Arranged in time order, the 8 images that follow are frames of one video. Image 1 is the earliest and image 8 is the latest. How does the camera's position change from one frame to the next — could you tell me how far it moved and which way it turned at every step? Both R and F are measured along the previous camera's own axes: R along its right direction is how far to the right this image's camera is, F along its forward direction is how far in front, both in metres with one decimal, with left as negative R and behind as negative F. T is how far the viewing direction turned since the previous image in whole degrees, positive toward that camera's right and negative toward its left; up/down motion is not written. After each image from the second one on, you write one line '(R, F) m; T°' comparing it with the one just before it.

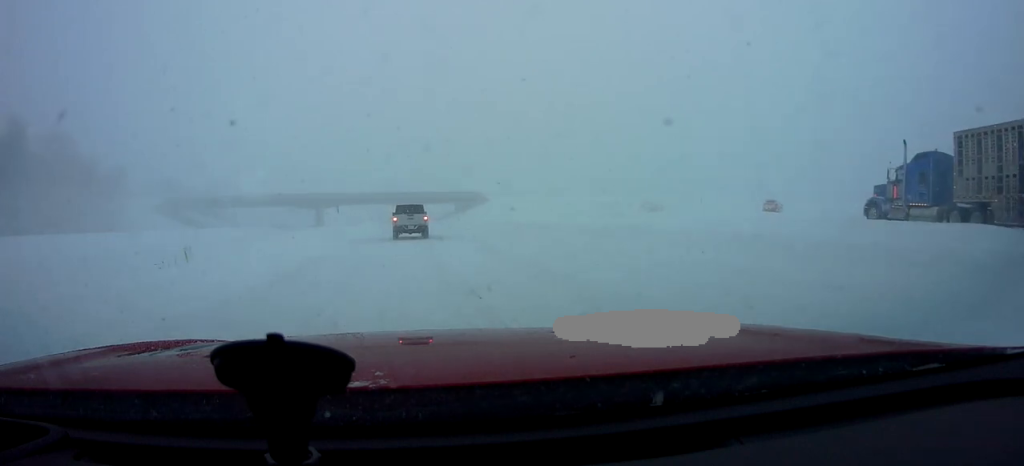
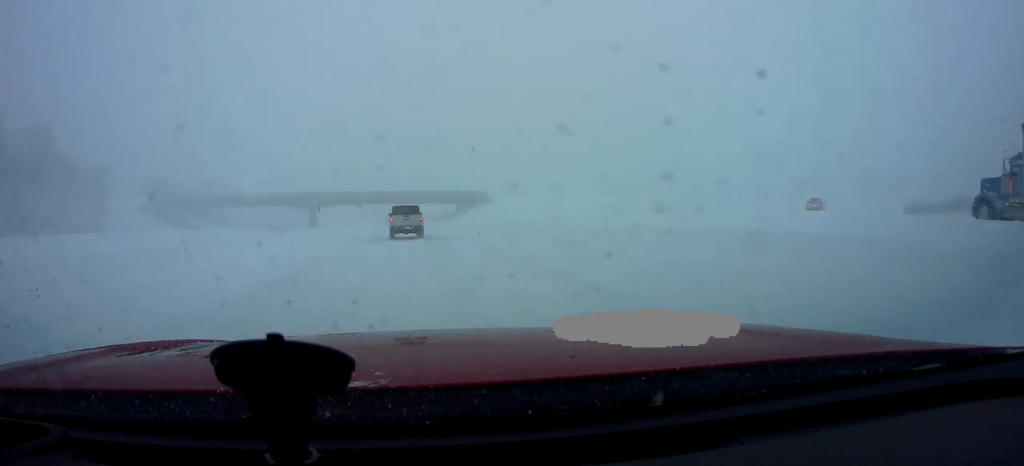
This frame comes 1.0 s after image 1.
(0.0, +7.4) m; 0°
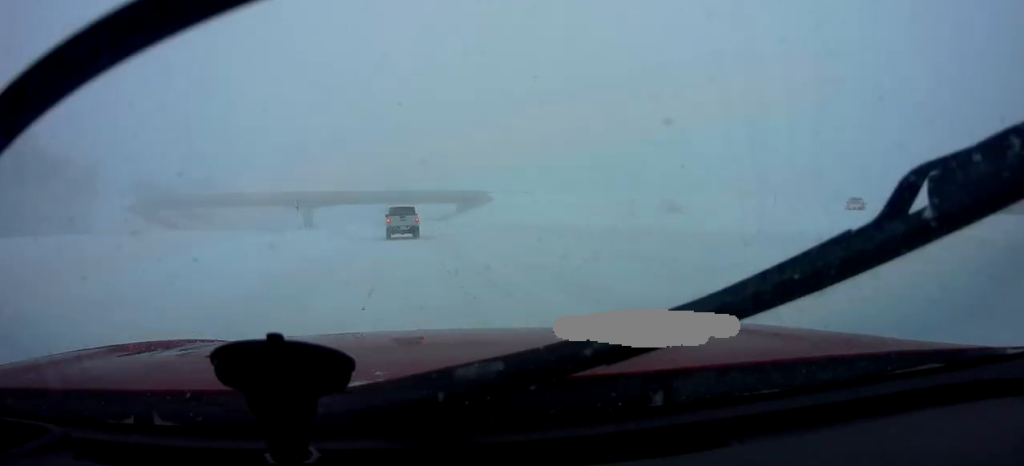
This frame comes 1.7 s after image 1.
(0.0, +5.5) m; 0°
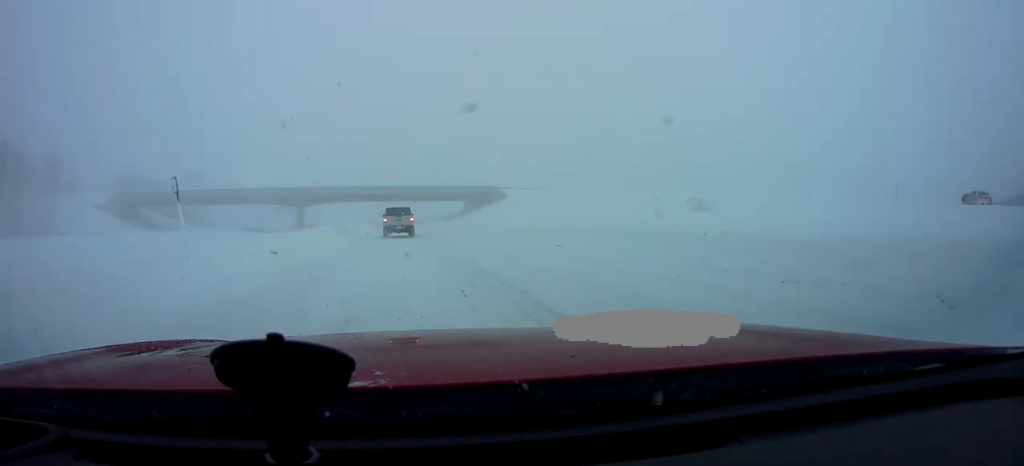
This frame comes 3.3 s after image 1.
(0.0, +12.4) m; +1°
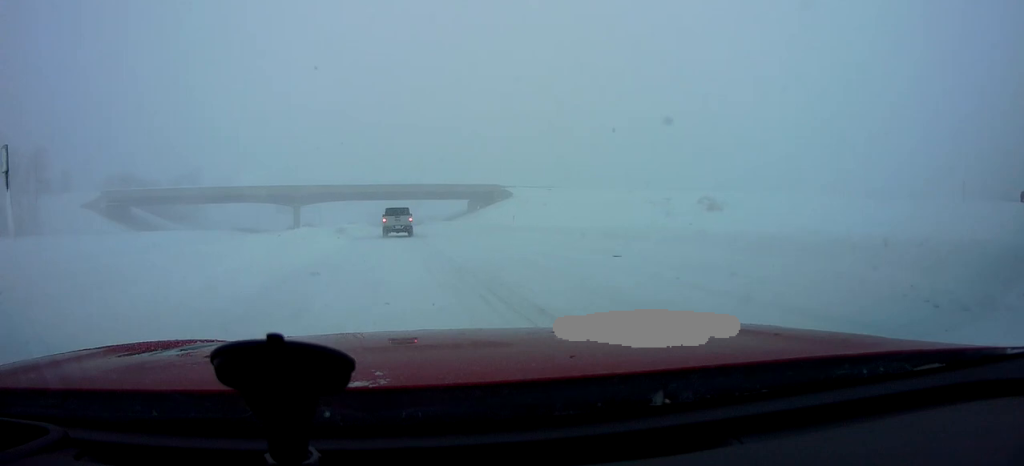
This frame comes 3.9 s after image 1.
(0.0, +5.3) m; +1°
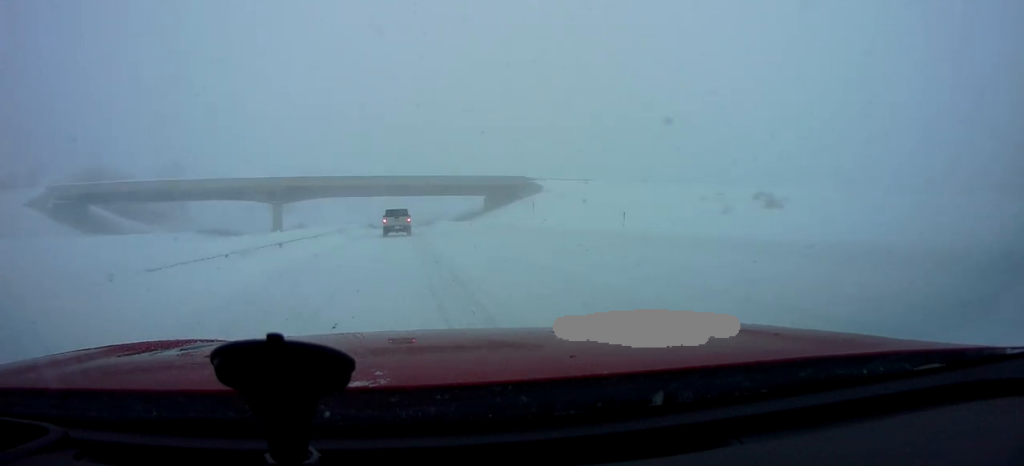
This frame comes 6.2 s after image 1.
(+0.2, +20.5) m; +1°
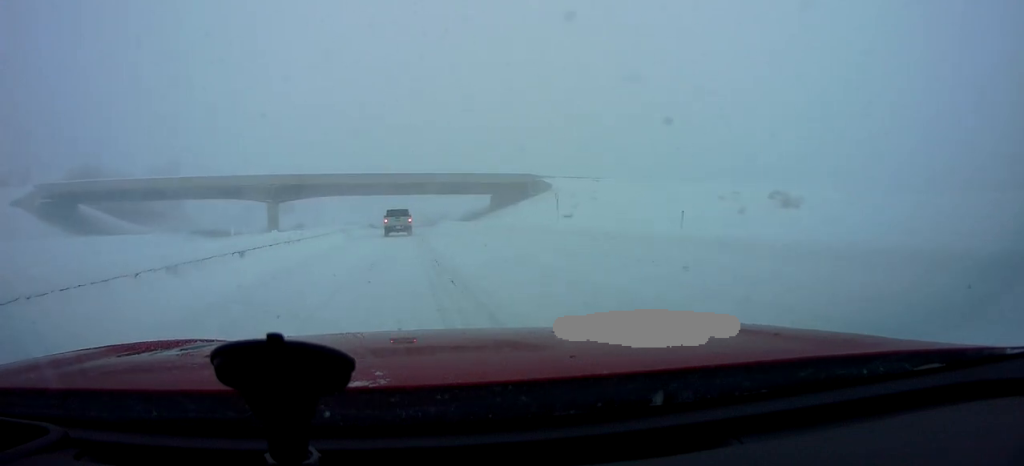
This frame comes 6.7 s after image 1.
(0.0, +4.5) m; -1°
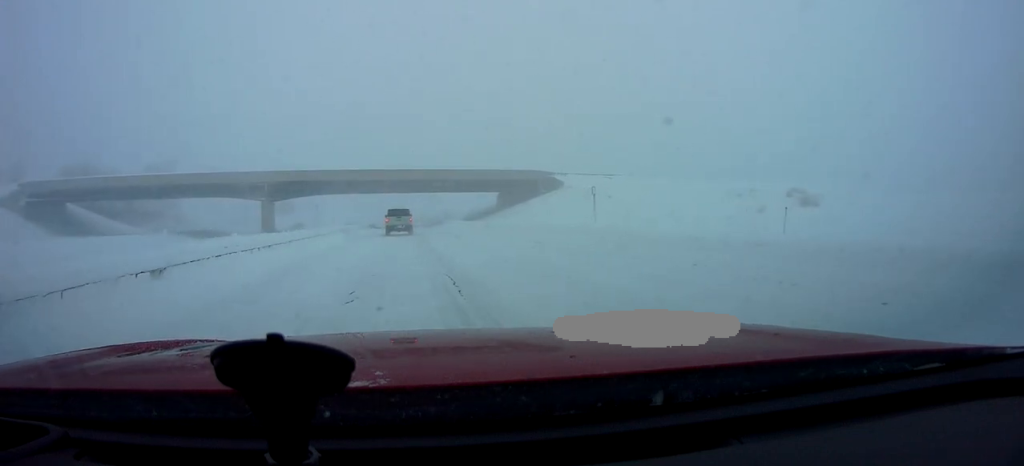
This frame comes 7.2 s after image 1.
(0.0, +4.9) m; -2°
